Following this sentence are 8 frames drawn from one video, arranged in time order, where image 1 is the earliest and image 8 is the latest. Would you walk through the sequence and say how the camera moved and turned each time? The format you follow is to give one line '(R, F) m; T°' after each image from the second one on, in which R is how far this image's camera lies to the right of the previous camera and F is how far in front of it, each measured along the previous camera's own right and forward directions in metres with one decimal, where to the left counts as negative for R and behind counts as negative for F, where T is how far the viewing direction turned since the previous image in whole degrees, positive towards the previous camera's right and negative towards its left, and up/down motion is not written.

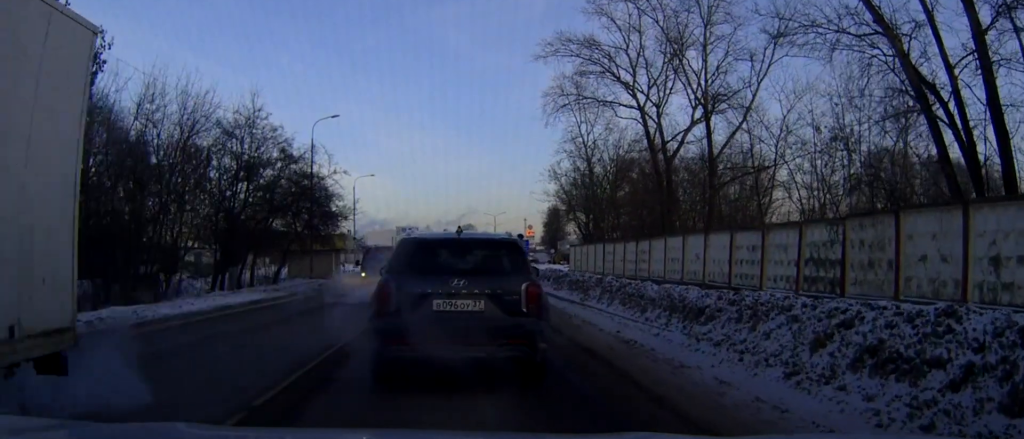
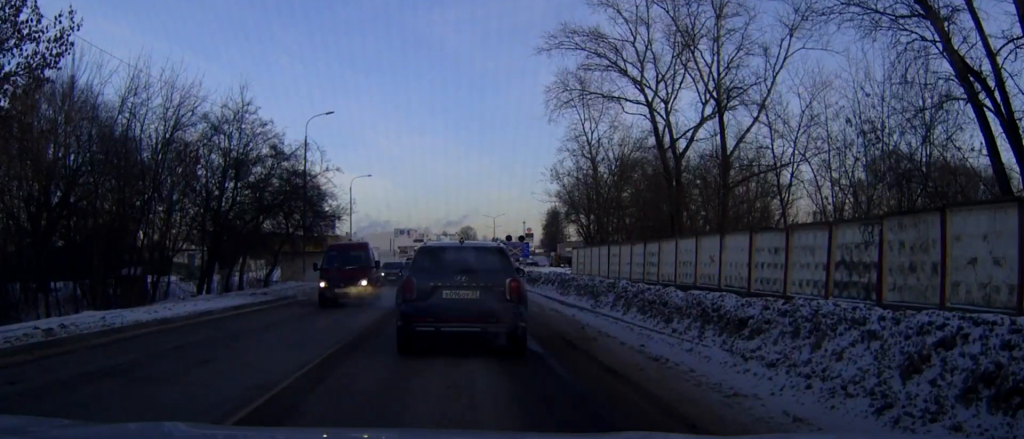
(0.0, +1.6) m; 0°
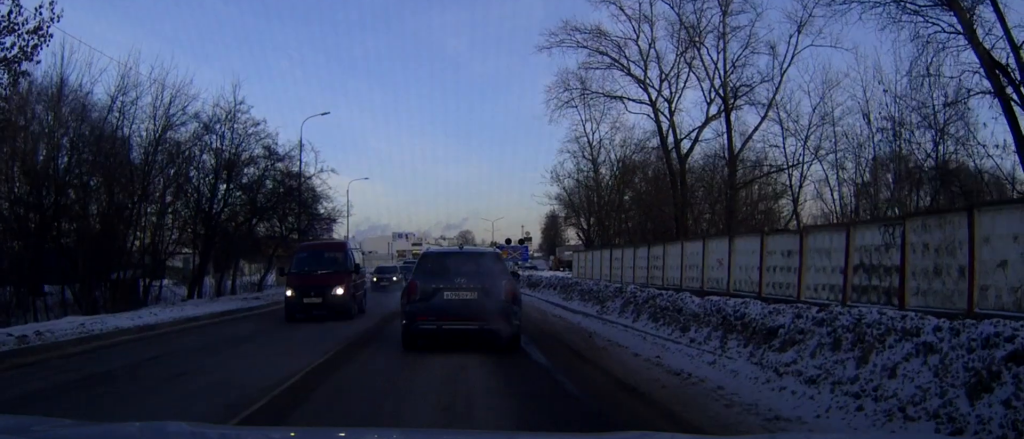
(0.0, +0.3) m; 0°
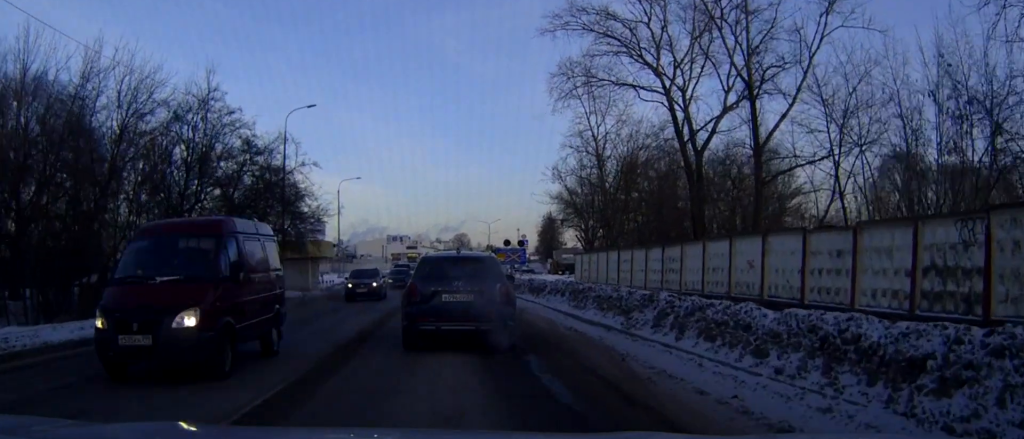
(0.0, +0.5) m; +2°
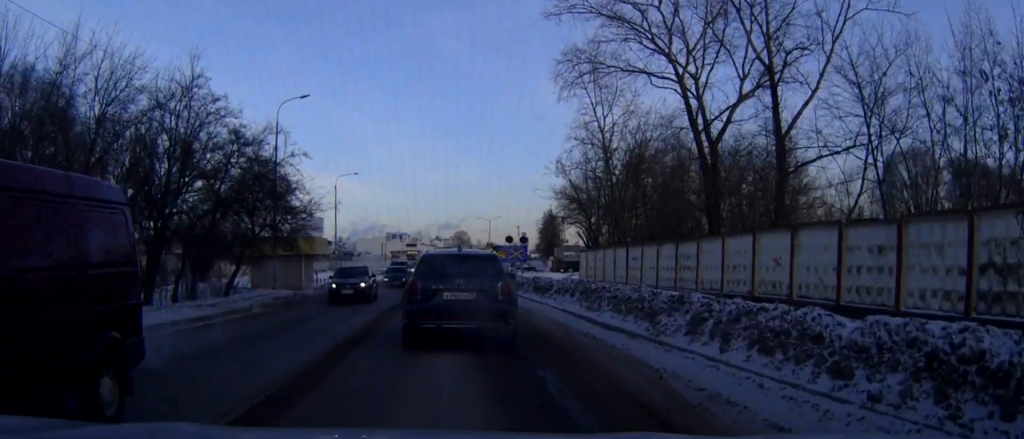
(0.0, +0.5) m; +1°
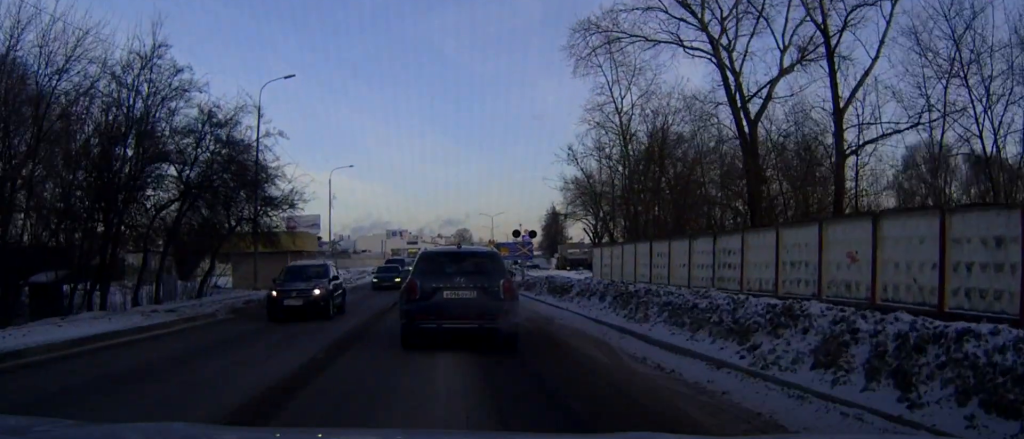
(0.0, +3.2) m; 0°
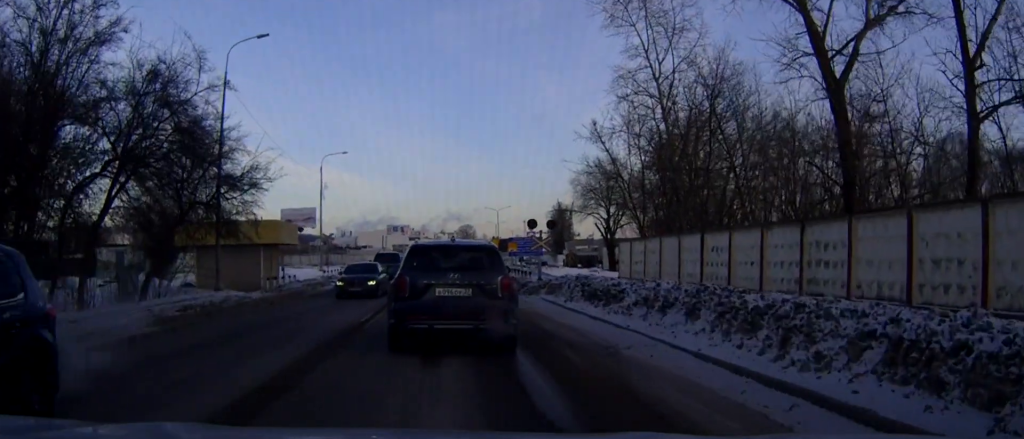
(-0.1, +7.3) m; -1°
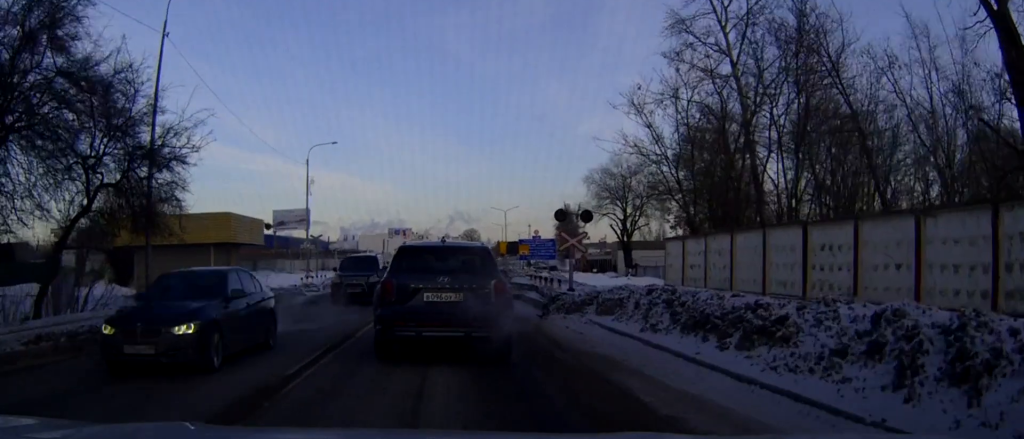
(-0.1, +8.6) m; 0°
